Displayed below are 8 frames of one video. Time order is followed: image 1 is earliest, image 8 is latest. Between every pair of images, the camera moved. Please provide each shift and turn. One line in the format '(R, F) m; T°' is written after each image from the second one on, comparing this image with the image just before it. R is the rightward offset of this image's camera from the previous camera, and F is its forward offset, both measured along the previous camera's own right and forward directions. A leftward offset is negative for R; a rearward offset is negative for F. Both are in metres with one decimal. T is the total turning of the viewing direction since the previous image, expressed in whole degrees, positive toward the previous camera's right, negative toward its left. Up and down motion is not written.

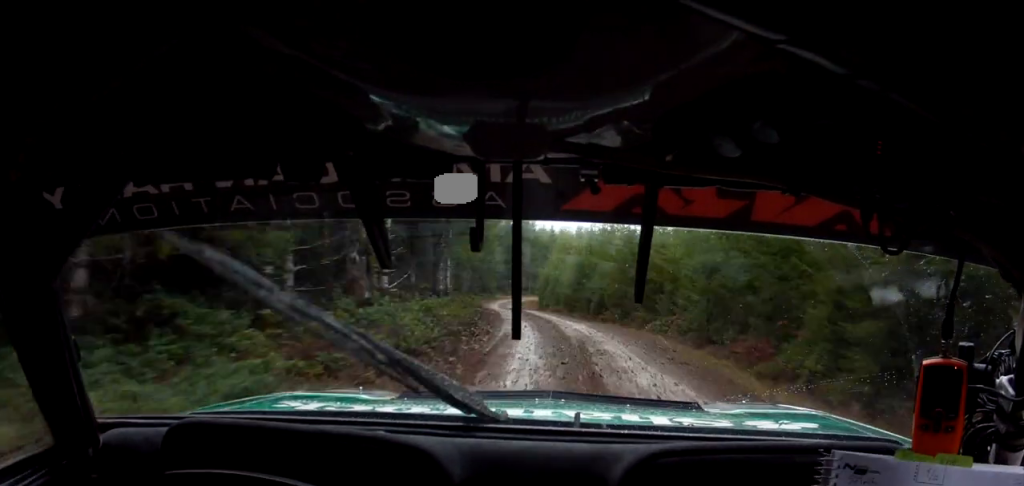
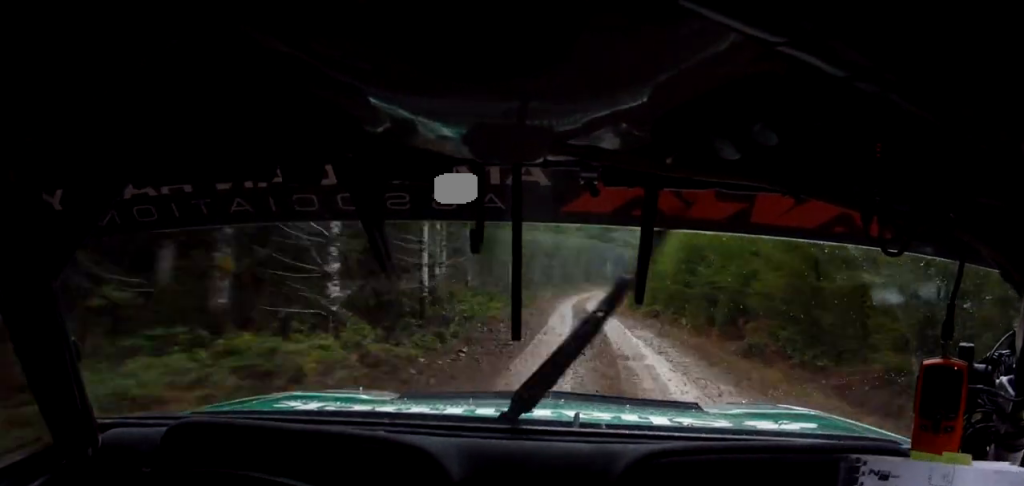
(0.0, +19.7) m; -2°
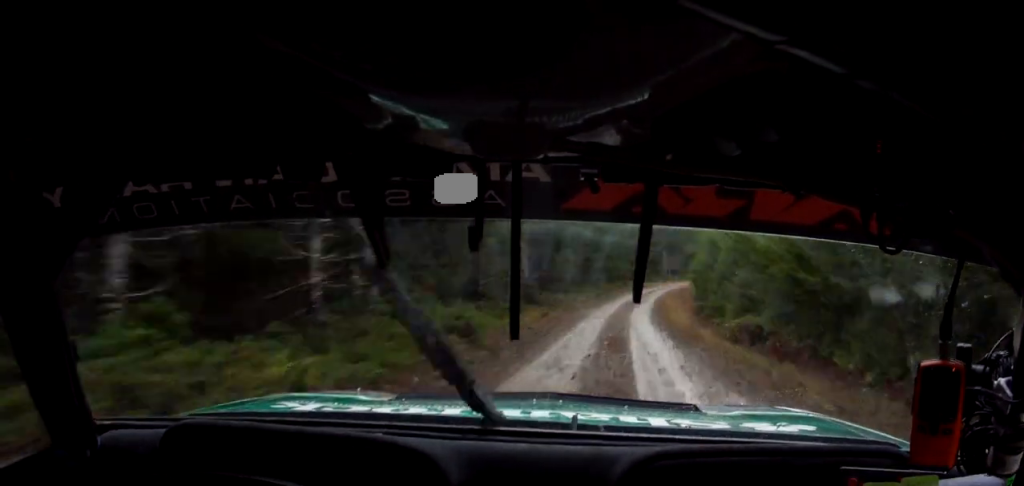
(-0.1, +17.4) m; -2°
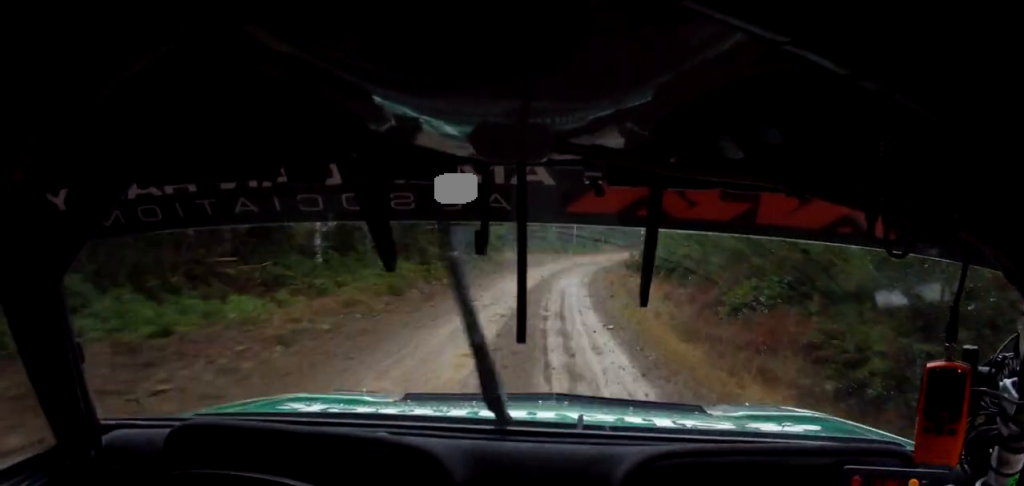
(-1.6, +37.0) m; -1°
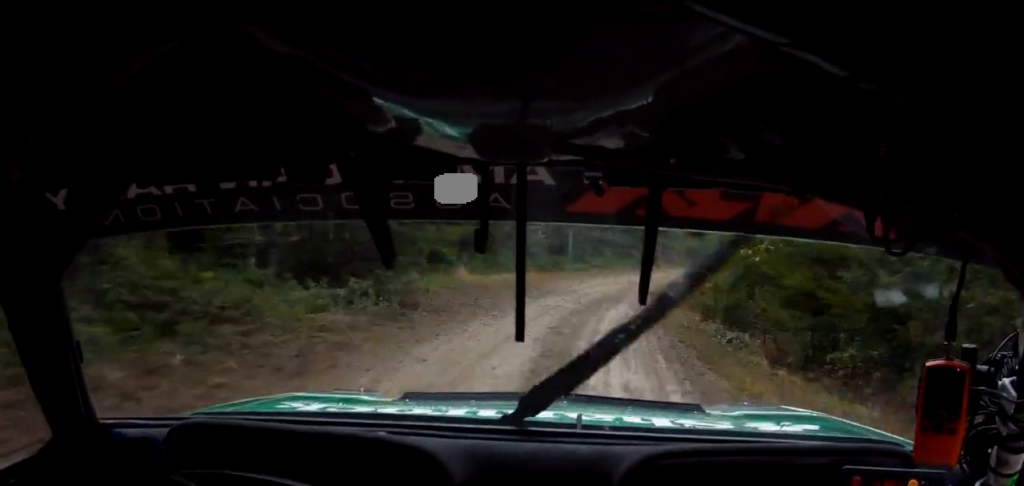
(+0.2, +23.1) m; +4°
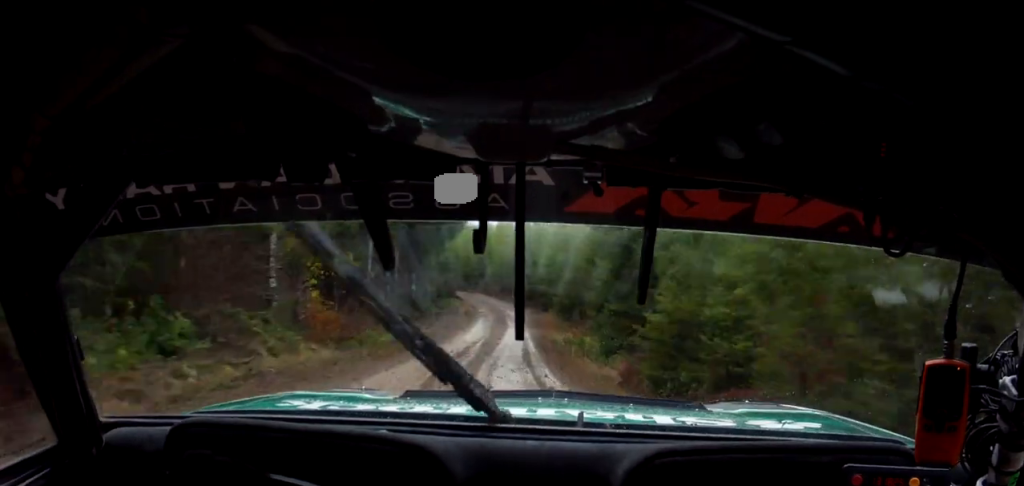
(+6.3, +49.7) m; +17°
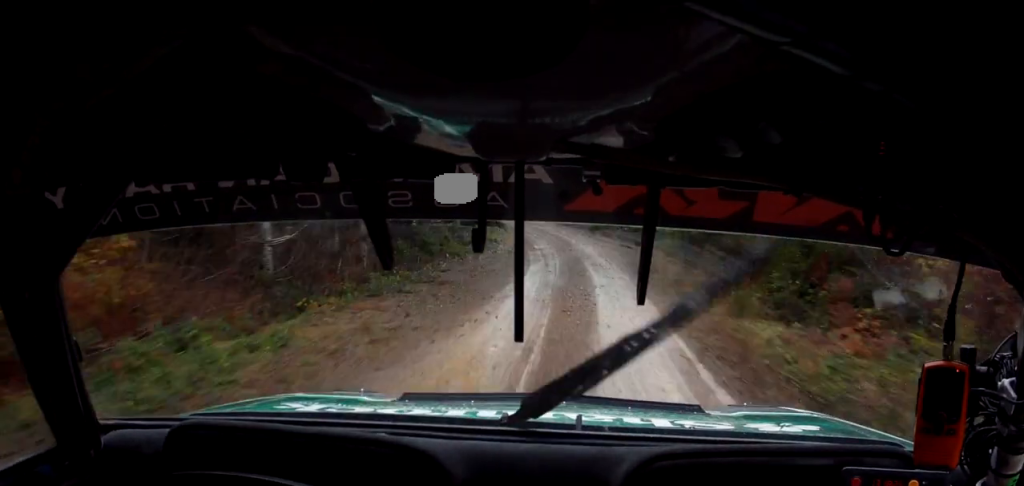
(+1.9, +19.1) m; +5°
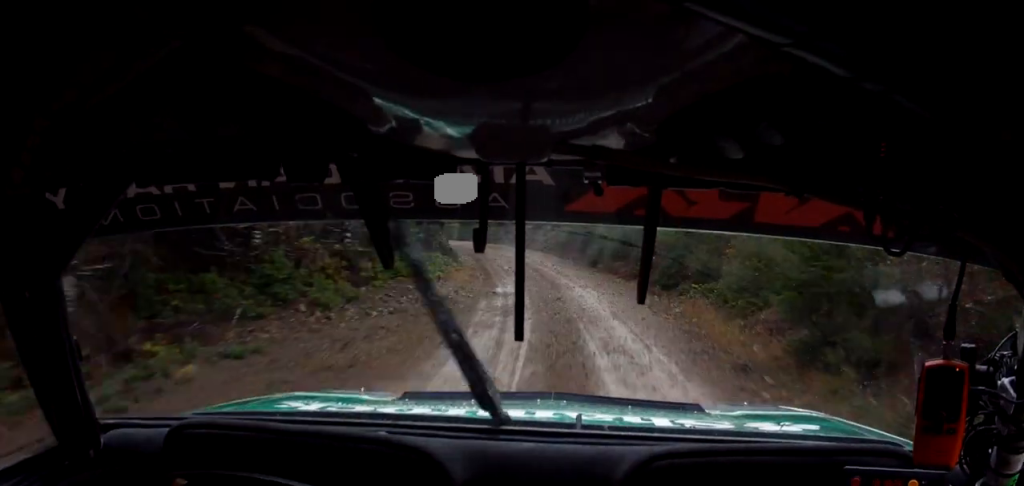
(+0.3, +12.6) m; 0°
